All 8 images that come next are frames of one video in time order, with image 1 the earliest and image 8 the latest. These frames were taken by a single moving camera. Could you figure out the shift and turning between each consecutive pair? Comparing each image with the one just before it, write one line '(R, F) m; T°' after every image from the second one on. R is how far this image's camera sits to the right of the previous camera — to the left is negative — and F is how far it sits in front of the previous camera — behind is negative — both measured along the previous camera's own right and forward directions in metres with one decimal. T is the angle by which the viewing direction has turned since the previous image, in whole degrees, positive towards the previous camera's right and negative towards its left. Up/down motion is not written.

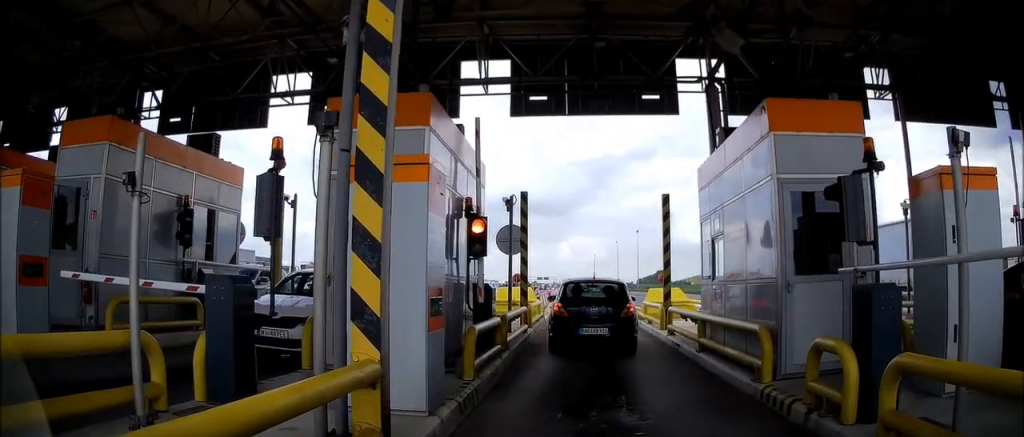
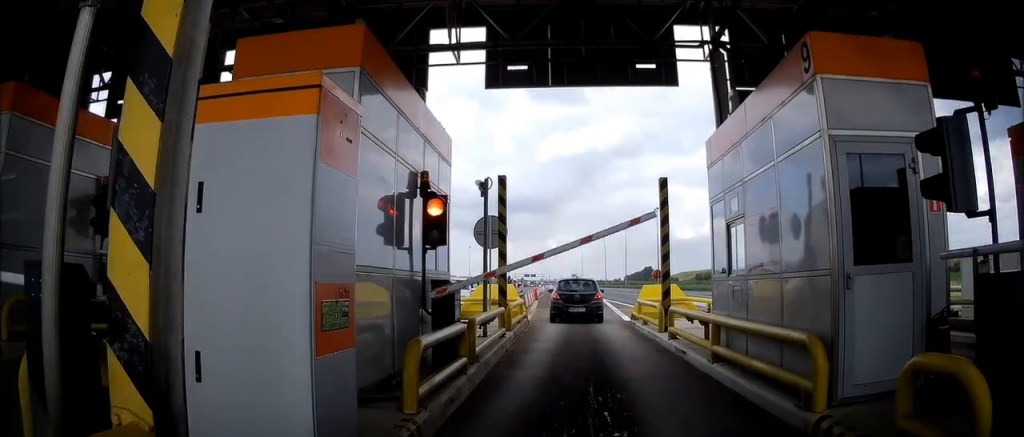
(0.0, +0.4) m; 0°
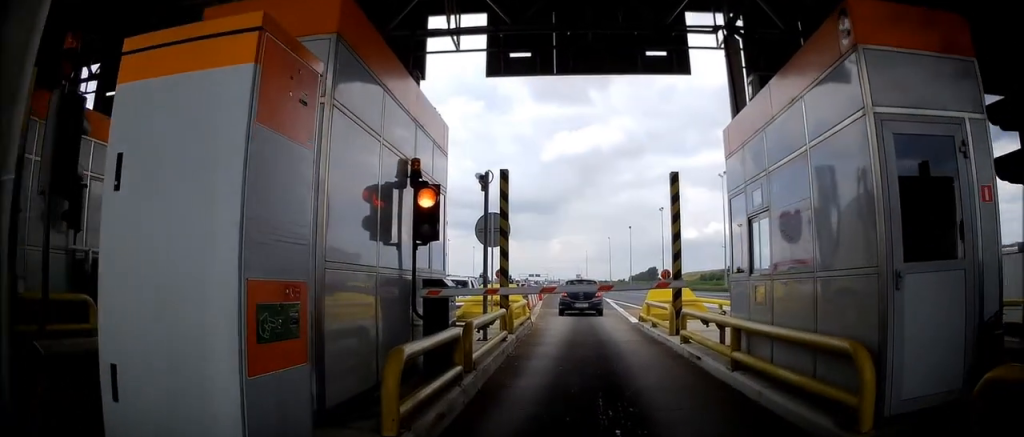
(0.0, +0.1) m; 0°
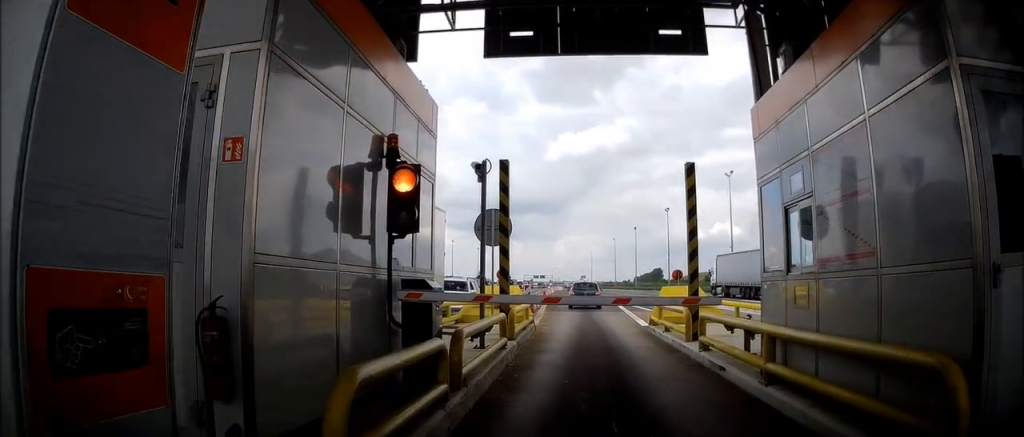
(0.0, +0.2) m; 0°
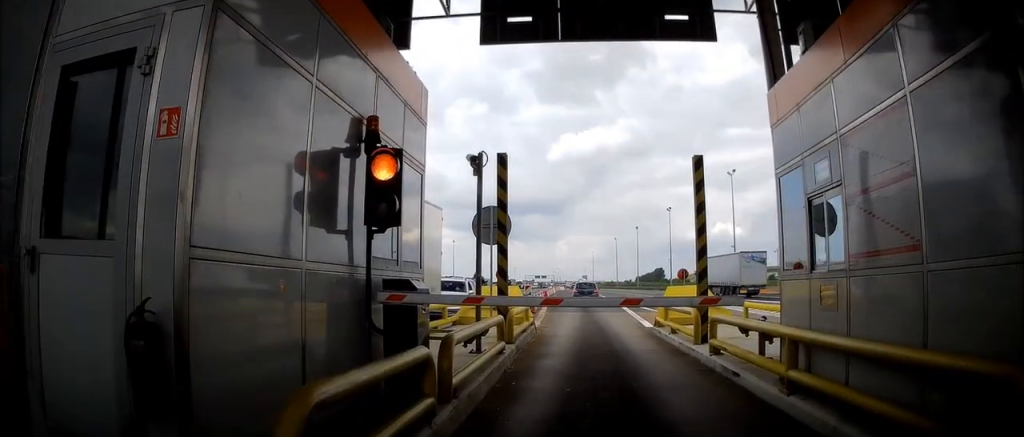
(0.0, +0.1) m; 0°
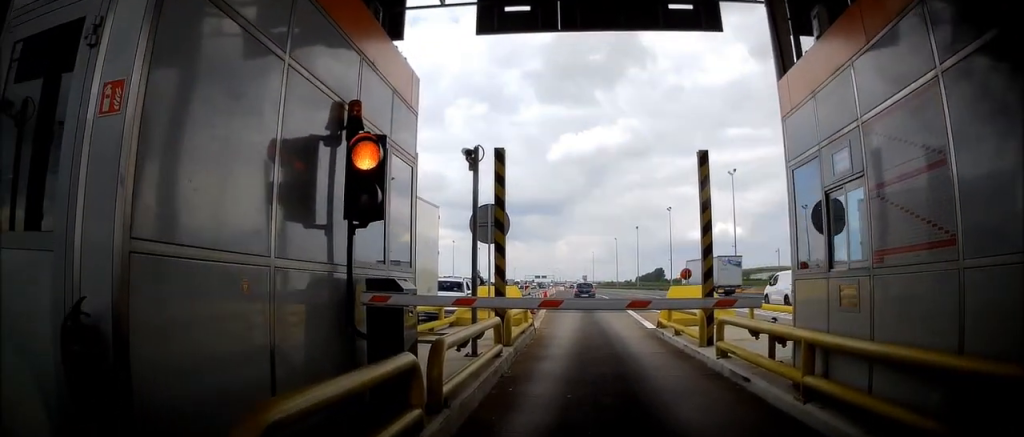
(0.0, +0.1) m; 0°
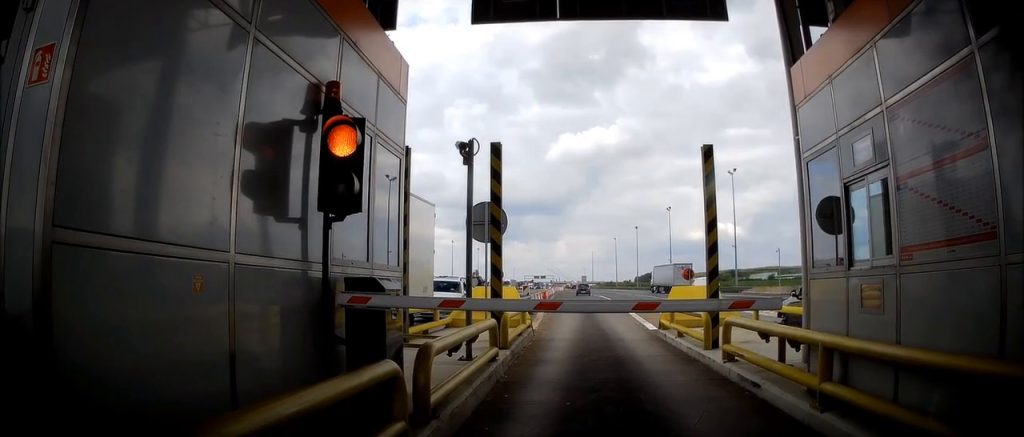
(0.0, +0.1) m; 0°
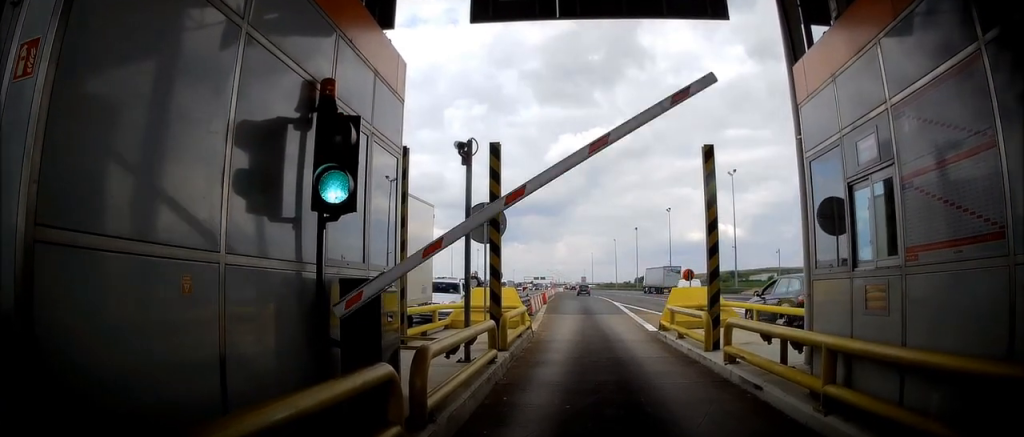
(0.0, +0.2) m; 0°
